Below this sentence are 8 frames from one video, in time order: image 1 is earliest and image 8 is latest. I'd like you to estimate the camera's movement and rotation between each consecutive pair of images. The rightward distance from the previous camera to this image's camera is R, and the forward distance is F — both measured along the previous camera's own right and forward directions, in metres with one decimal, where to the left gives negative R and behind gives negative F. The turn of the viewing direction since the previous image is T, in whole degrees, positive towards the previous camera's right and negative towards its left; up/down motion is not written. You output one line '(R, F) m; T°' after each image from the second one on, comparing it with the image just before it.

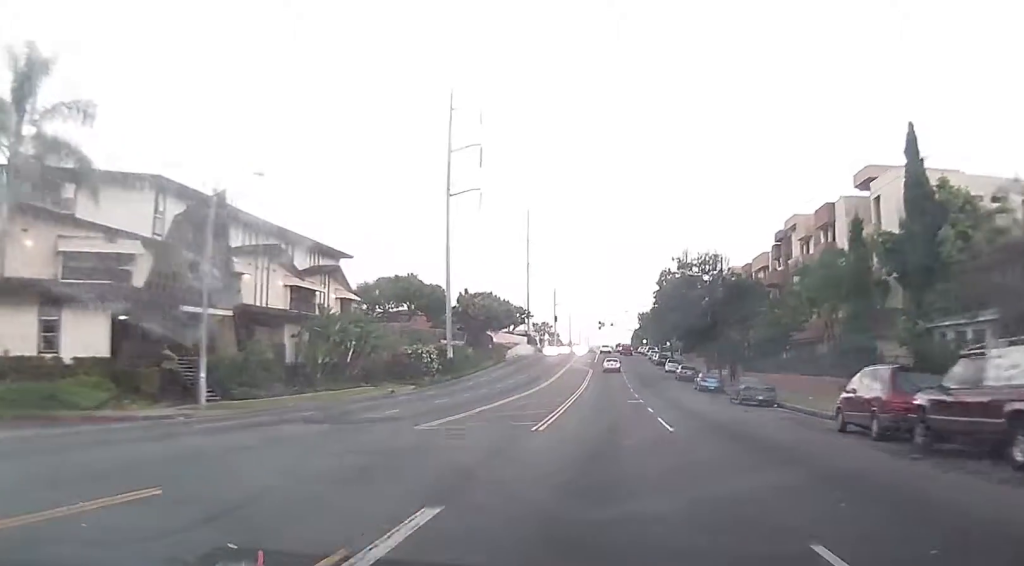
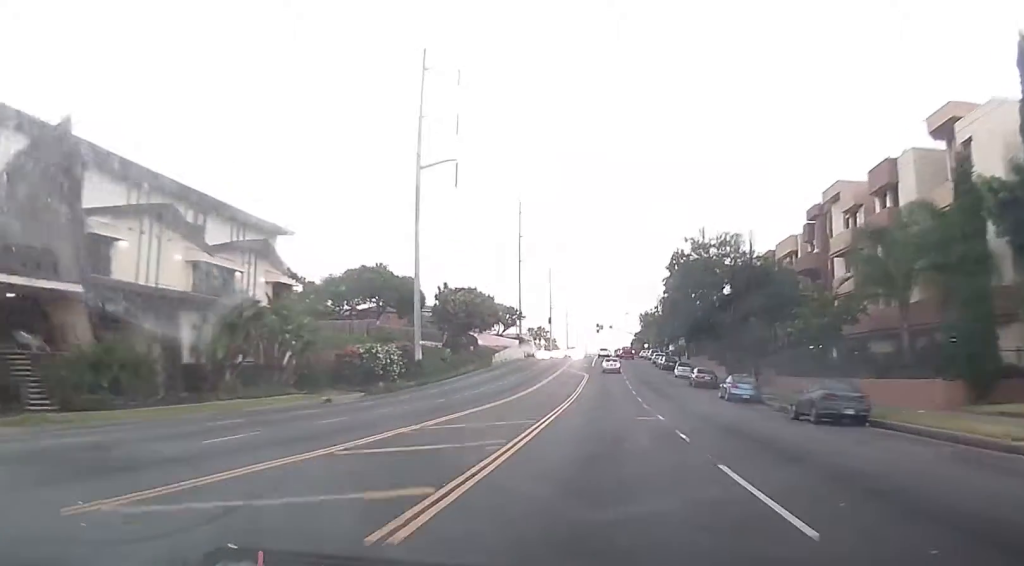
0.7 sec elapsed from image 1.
(0.0, +13.3) m; 0°
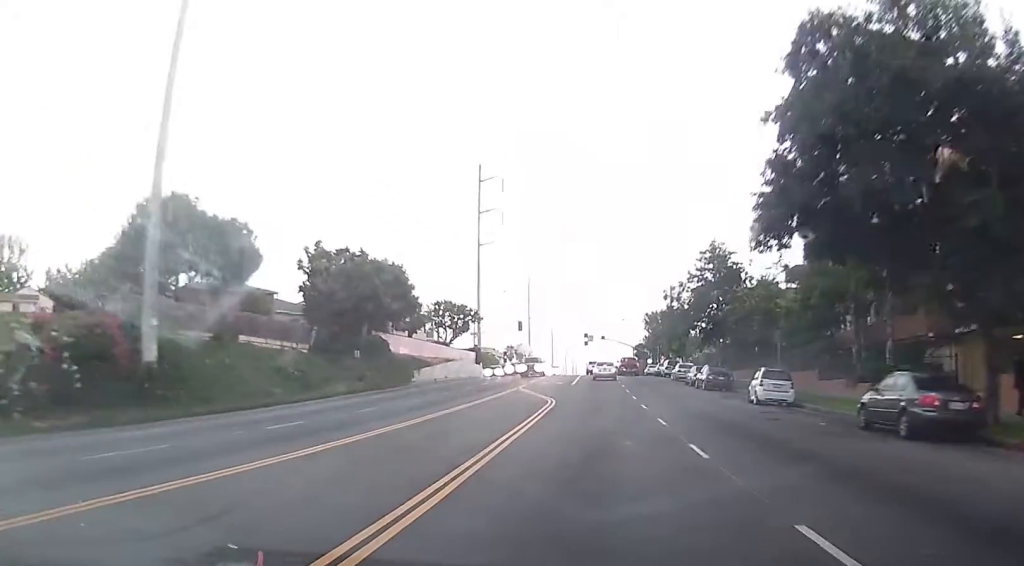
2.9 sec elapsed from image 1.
(0.0, +42.8) m; 0°
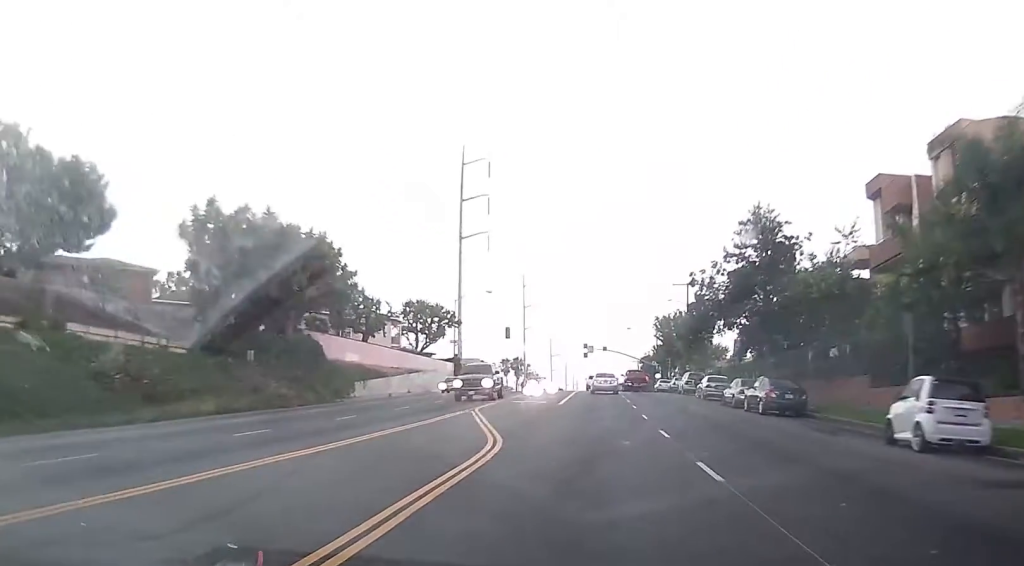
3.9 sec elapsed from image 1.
(0.0, +17.3) m; 0°
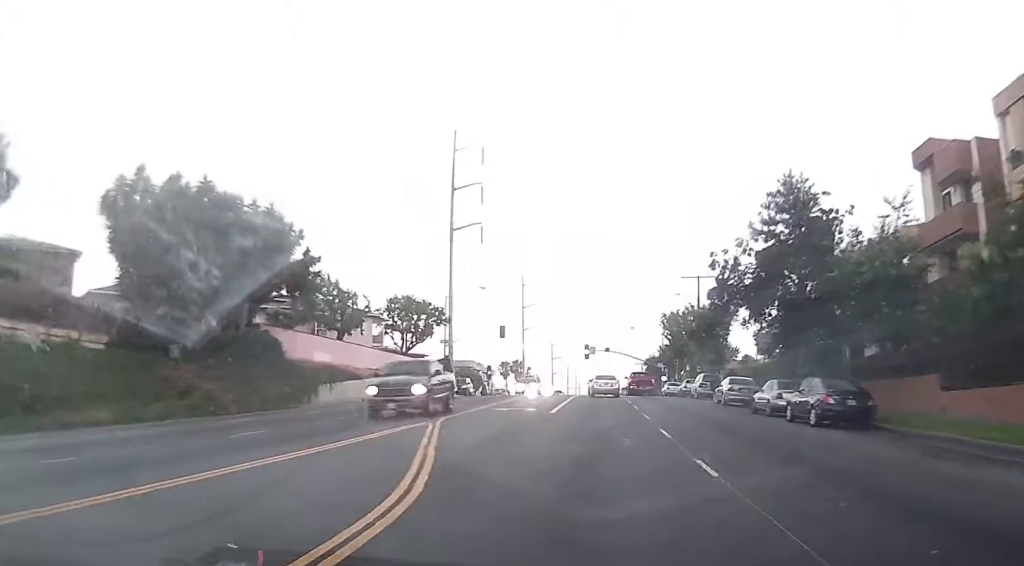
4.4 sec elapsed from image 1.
(0.0, +7.4) m; 0°
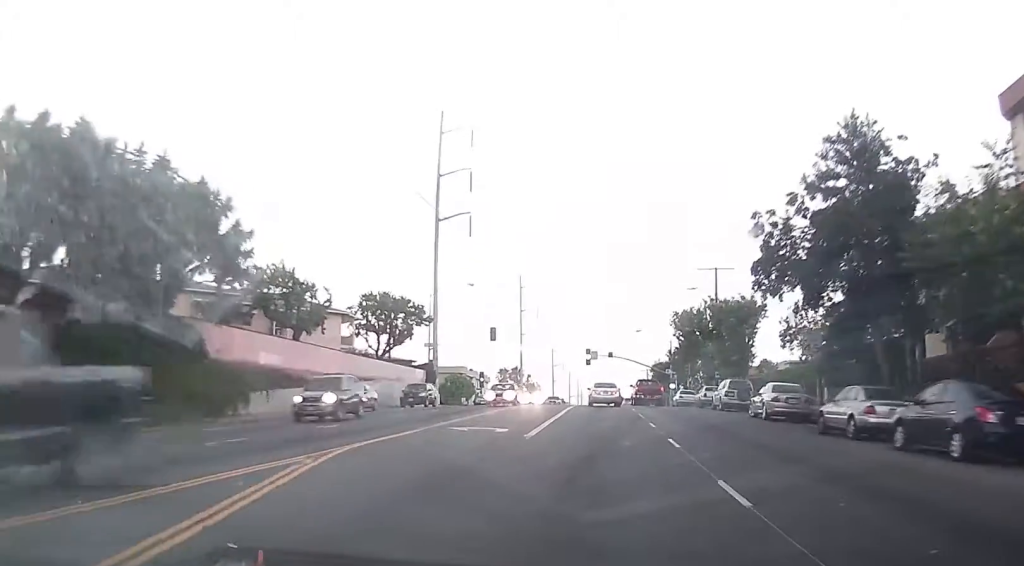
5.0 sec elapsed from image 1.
(0.0, +9.7) m; 0°
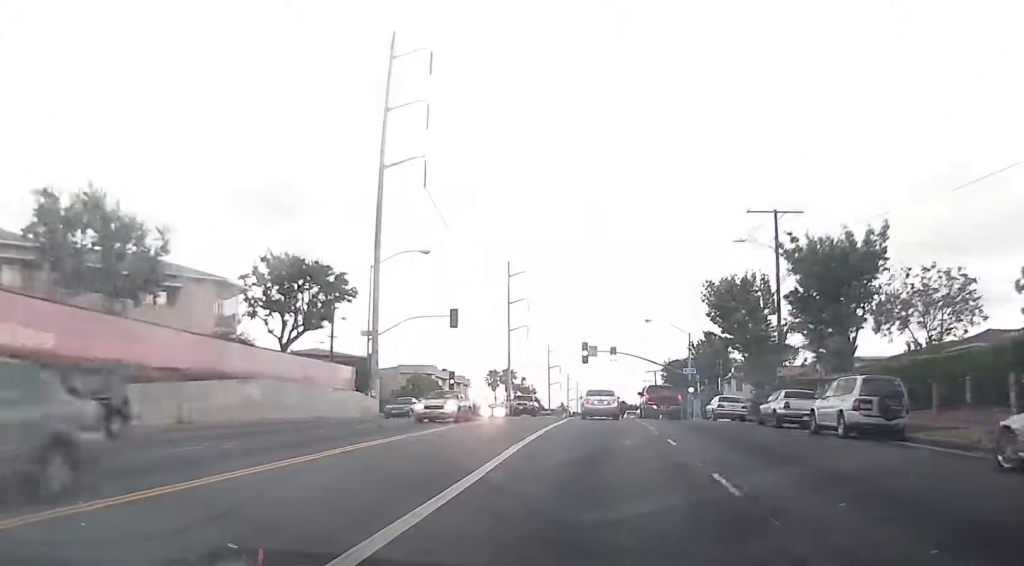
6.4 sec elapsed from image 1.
(0.0, +21.3) m; 0°
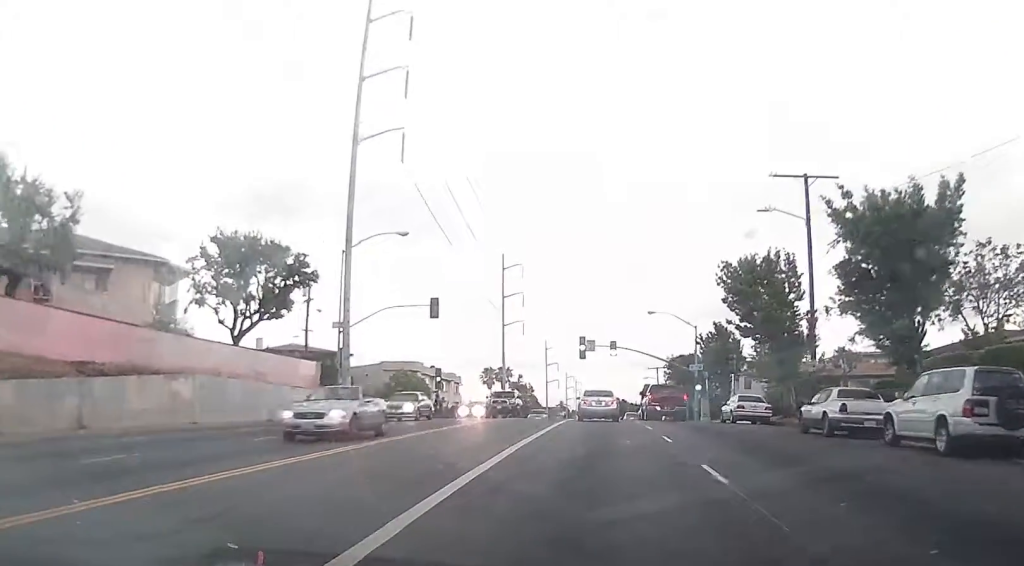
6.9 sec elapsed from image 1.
(0.0, +6.5) m; 0°
